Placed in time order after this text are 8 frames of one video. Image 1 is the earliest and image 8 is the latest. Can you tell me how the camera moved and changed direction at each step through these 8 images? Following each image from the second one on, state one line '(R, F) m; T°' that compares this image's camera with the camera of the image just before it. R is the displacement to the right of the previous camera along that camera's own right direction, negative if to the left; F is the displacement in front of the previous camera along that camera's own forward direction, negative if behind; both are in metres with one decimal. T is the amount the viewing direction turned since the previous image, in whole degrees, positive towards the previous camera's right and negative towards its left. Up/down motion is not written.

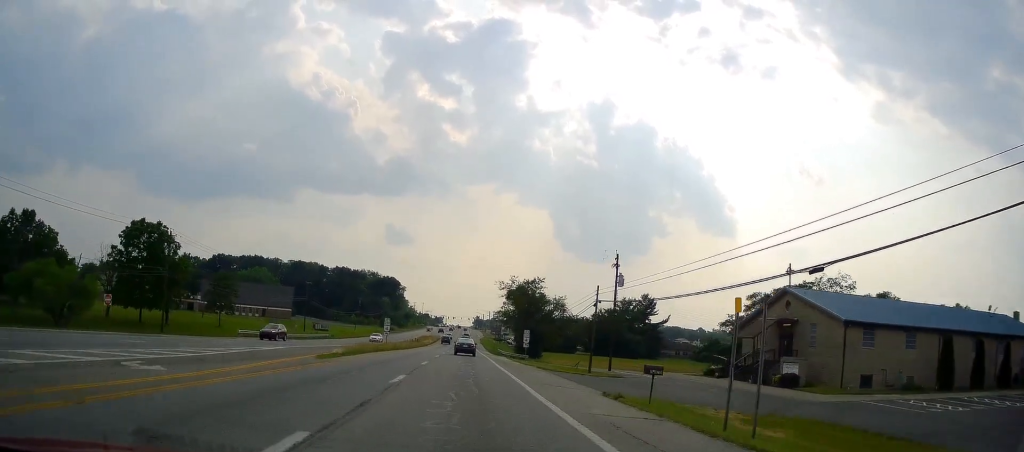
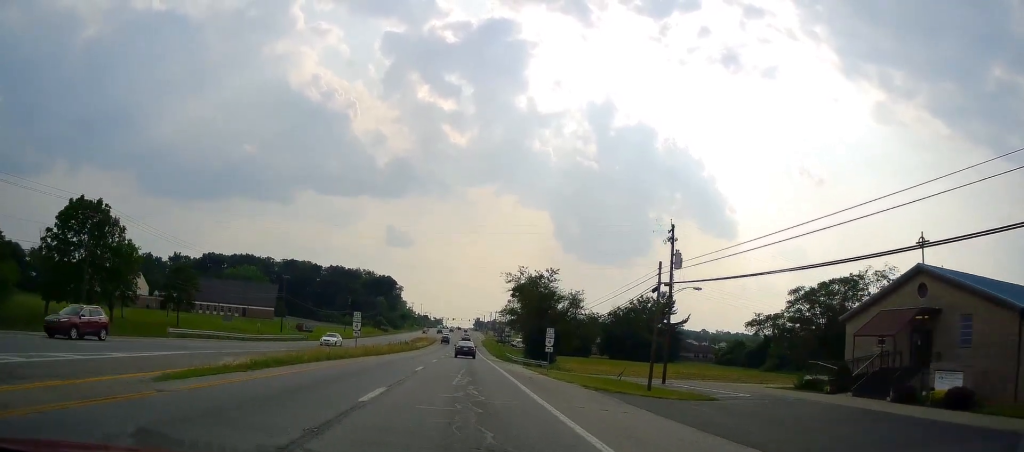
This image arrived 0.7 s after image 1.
(-0.2, +16.4) m; -2°
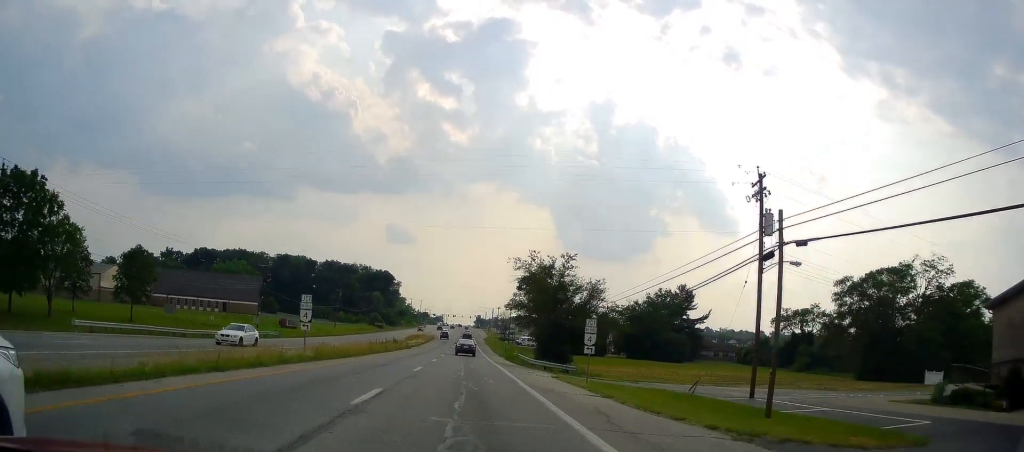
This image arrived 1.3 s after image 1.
(-0.2, +14.0) m; -1°
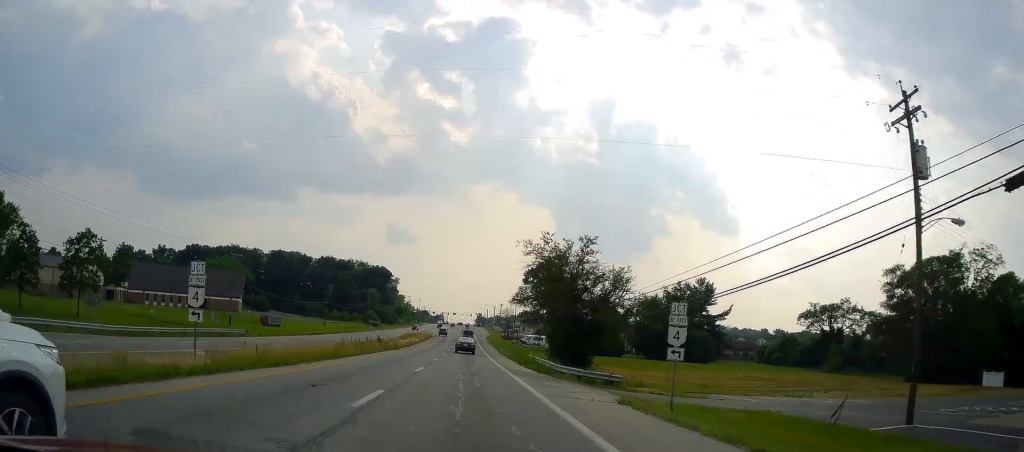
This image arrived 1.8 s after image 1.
(-0.4, +12.4) m; 0°
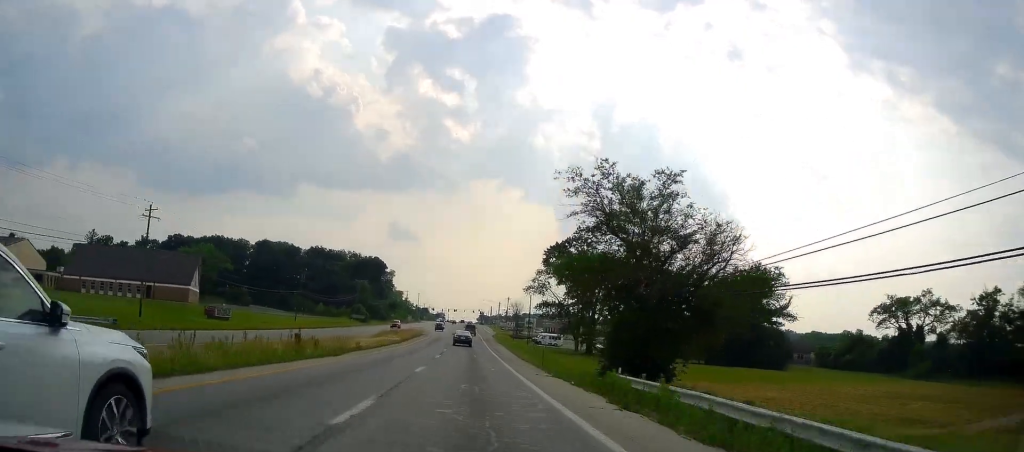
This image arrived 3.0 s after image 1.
(+0.6, +26.7) m; +2°
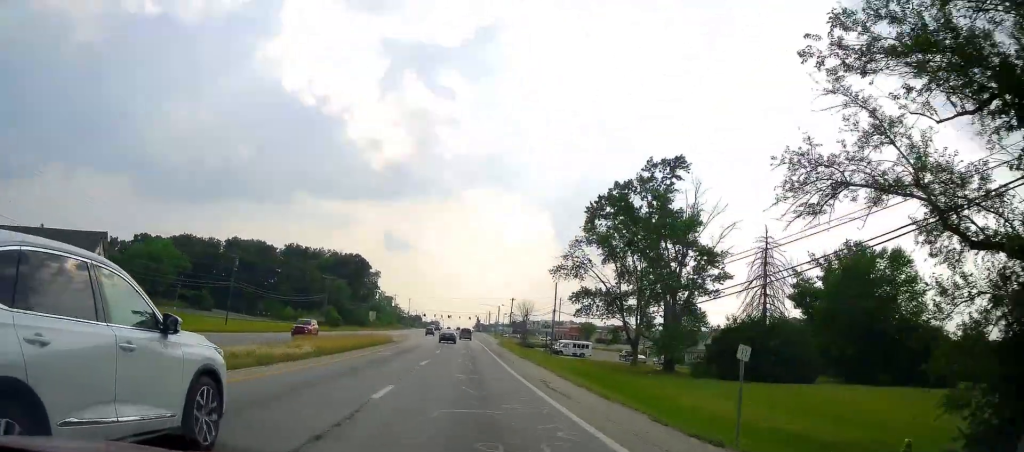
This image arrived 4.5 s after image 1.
(-0.3, +33.2) m; -1°
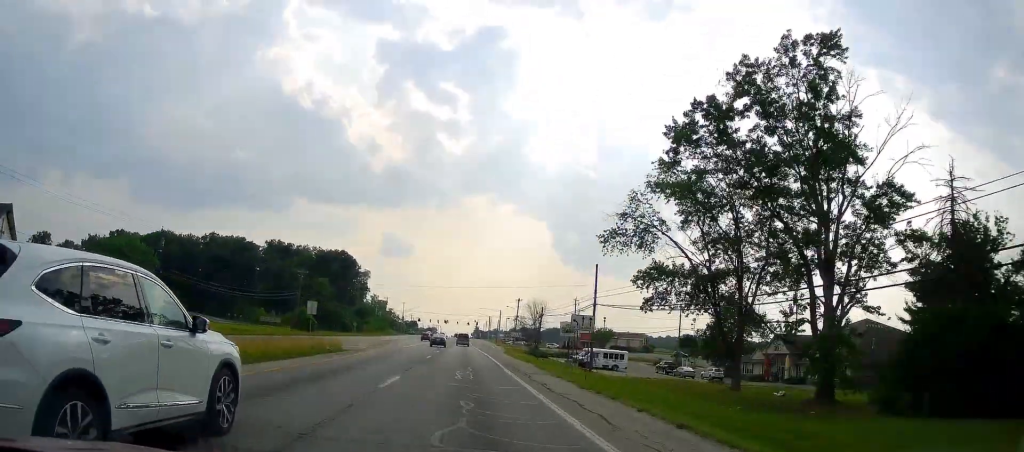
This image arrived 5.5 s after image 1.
(-0.1, +22.6) m; 0°
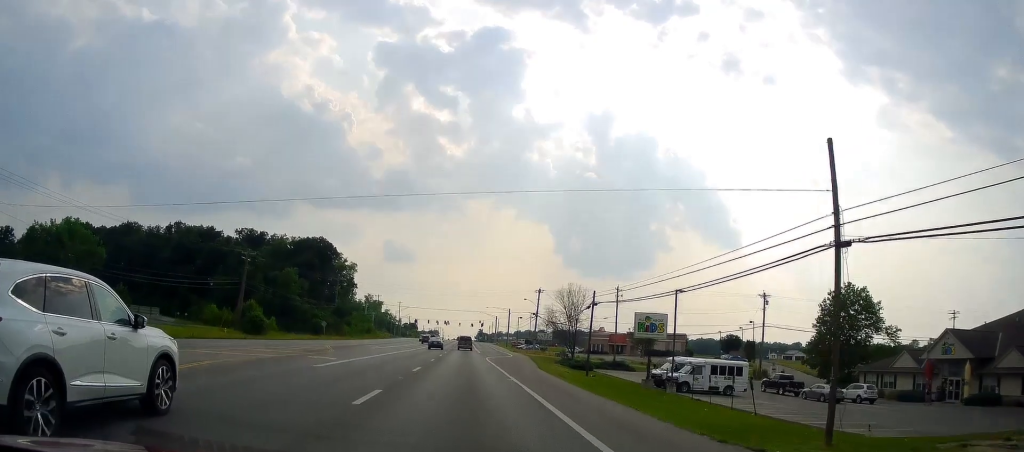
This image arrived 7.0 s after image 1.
(-0.2, +32.1) m; 0°
